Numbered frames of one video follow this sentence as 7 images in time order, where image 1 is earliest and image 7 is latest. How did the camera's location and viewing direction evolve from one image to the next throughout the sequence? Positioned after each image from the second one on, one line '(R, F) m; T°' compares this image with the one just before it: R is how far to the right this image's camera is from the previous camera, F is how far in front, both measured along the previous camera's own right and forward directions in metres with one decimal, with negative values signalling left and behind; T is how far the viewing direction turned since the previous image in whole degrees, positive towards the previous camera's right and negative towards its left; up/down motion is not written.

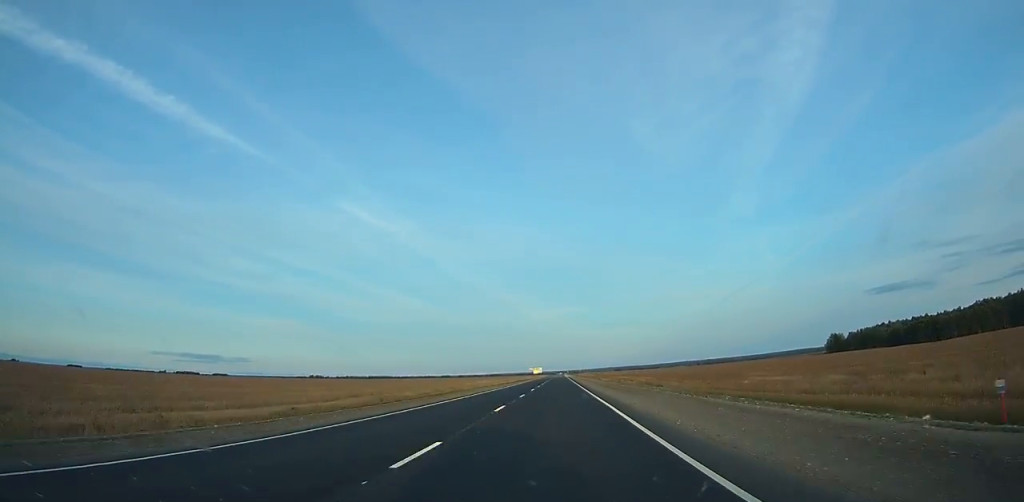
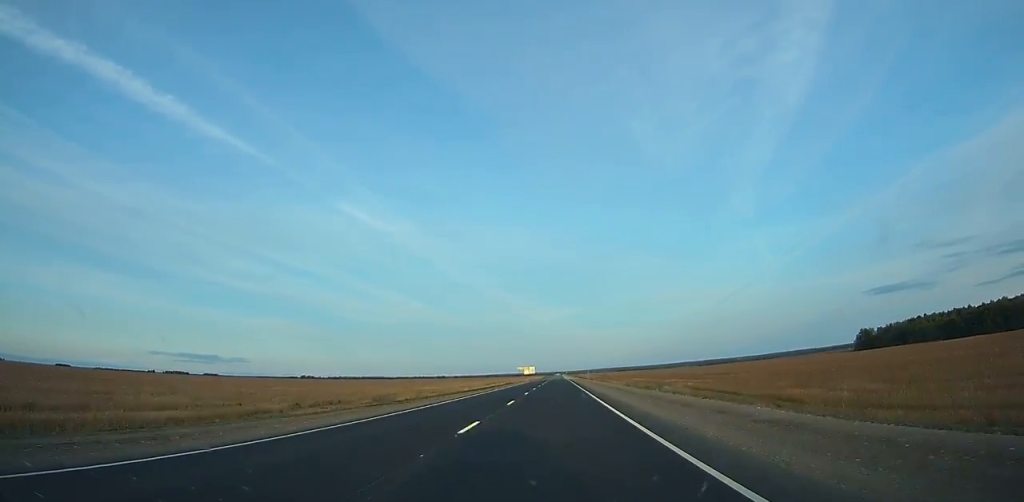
(+0.2, +71.0) m; 0°
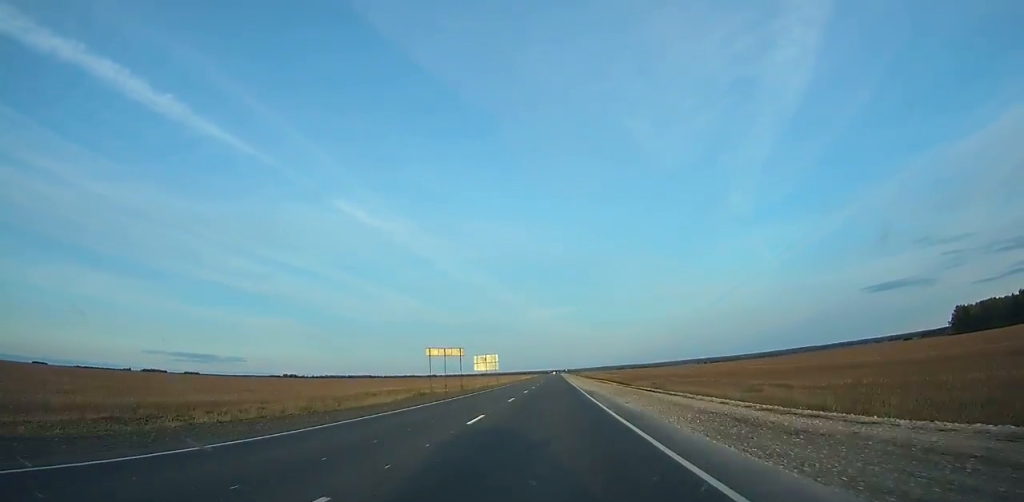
(+0.2, +153.3) m; 0°
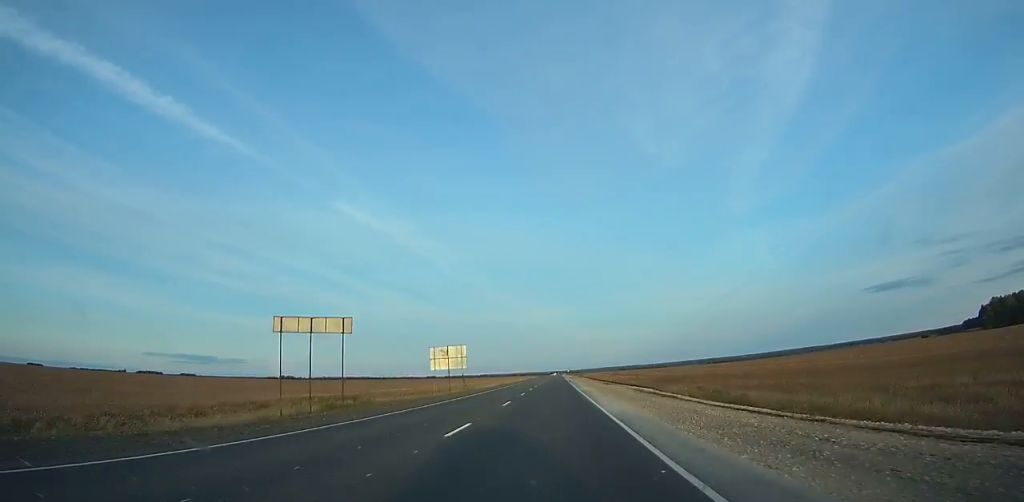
(-0.1, +38.6) m; 0°
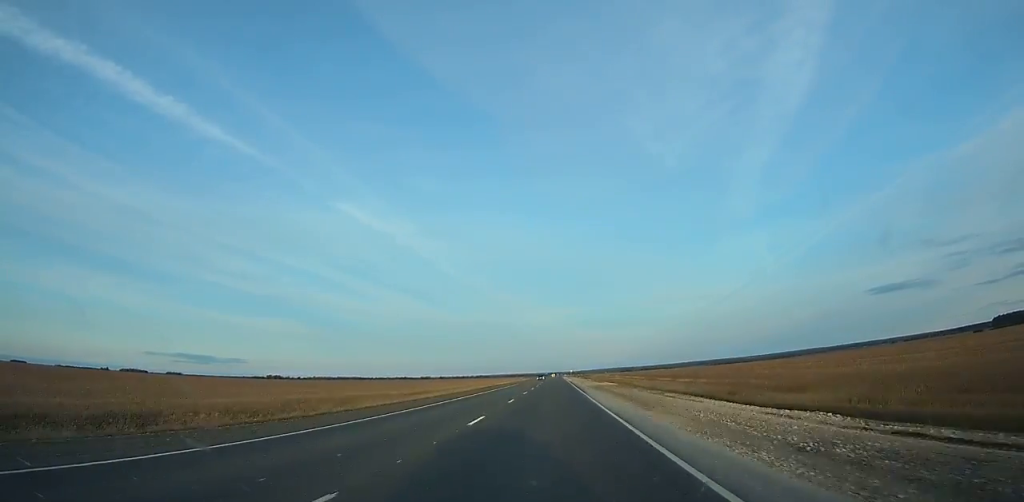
(+0.2, +104.7) m; 0°
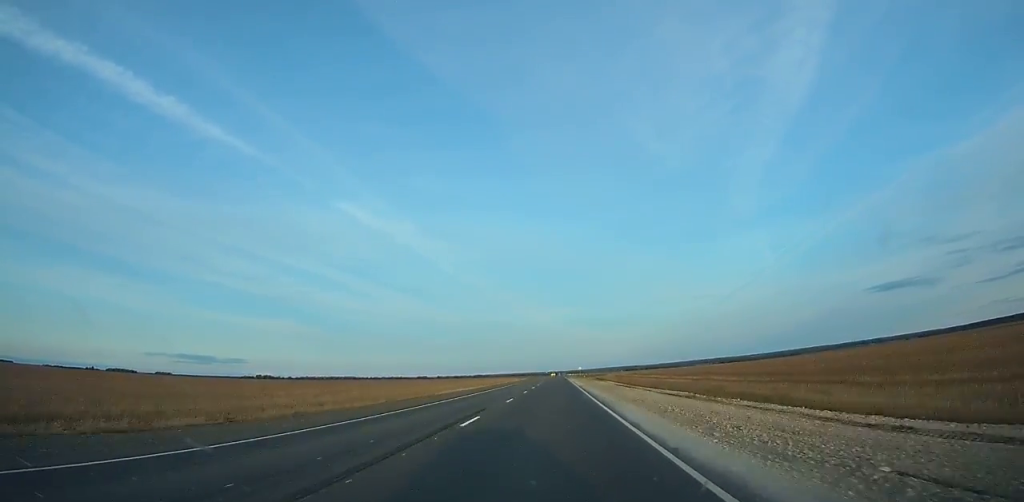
(-0.3, +96.3) m; 0°
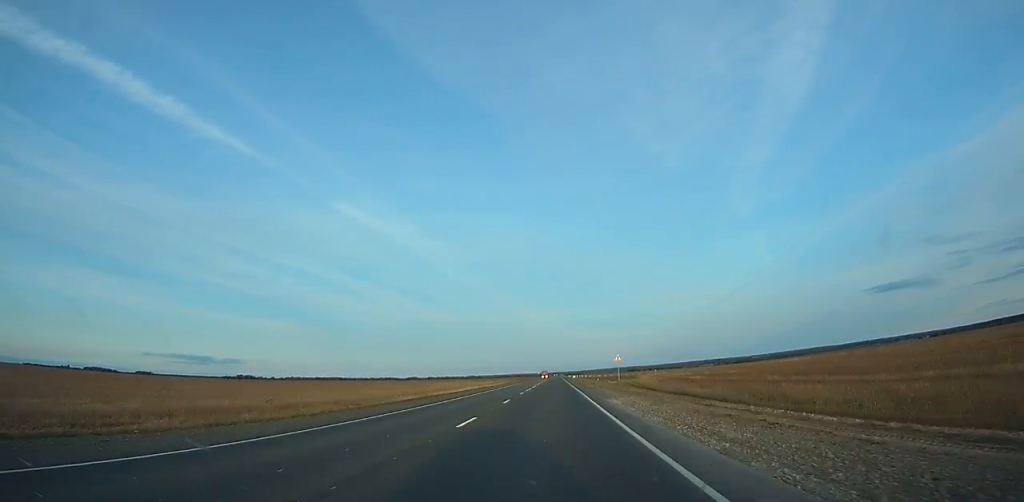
(0.0, +114.9) m; 0°
